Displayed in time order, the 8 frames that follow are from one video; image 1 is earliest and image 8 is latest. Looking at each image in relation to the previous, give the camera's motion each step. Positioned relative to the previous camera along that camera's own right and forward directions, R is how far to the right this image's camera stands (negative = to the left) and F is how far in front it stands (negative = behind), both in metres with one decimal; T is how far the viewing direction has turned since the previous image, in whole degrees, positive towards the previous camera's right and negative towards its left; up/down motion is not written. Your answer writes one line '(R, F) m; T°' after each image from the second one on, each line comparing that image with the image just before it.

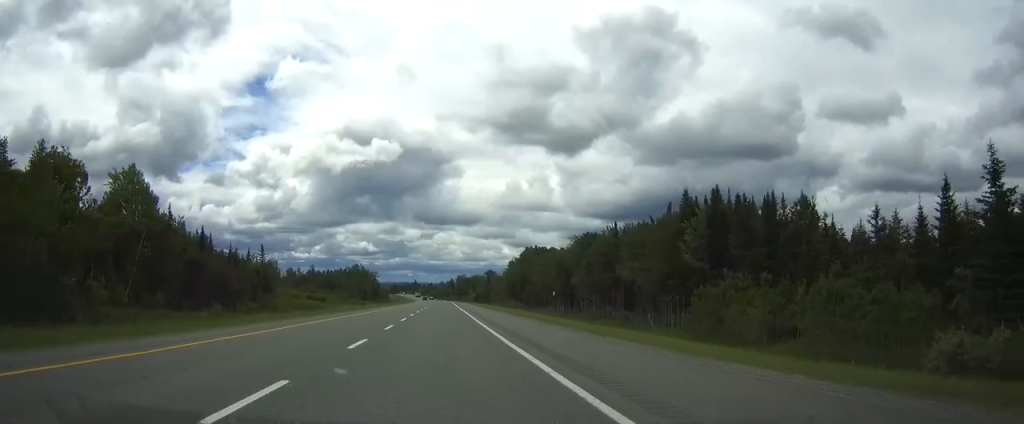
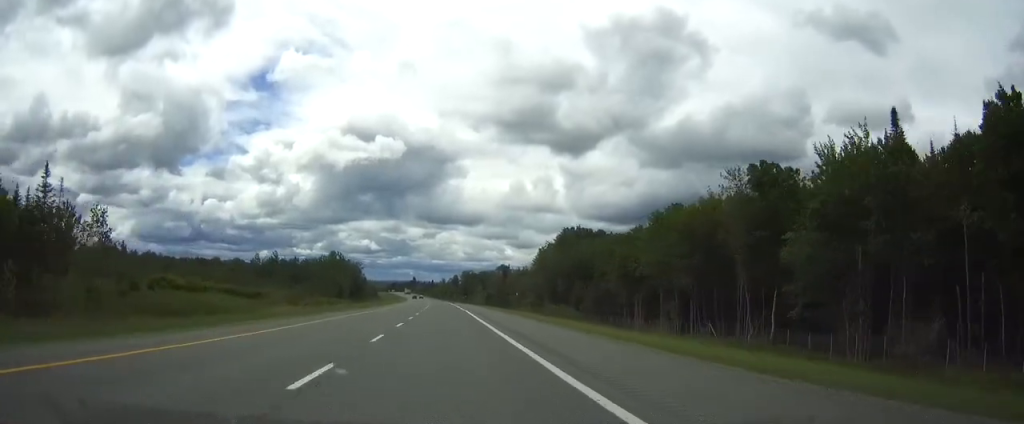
(0.0, +78.3) m; 0°
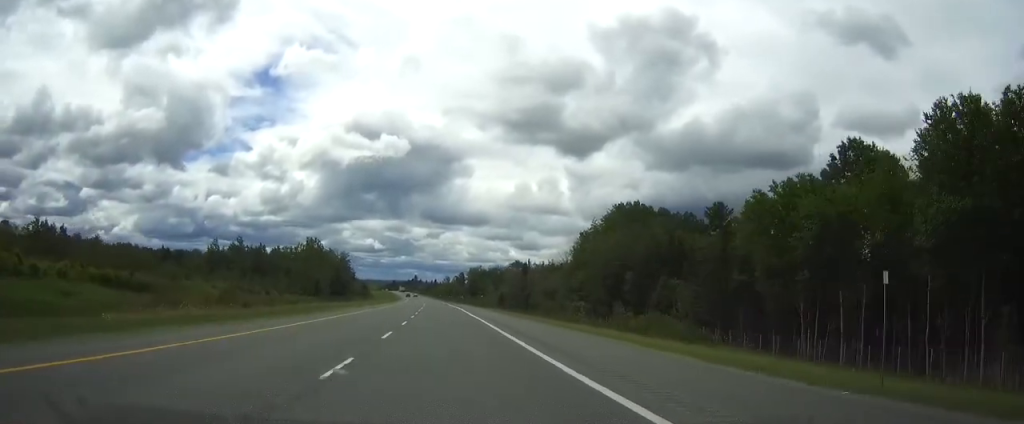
(0.0, +52.5) m; 0°
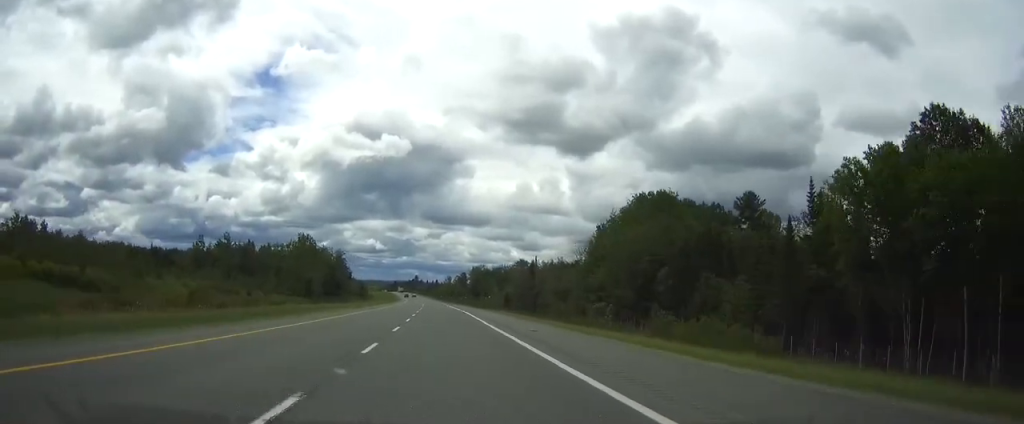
(0.0, +13.9) m; 0°
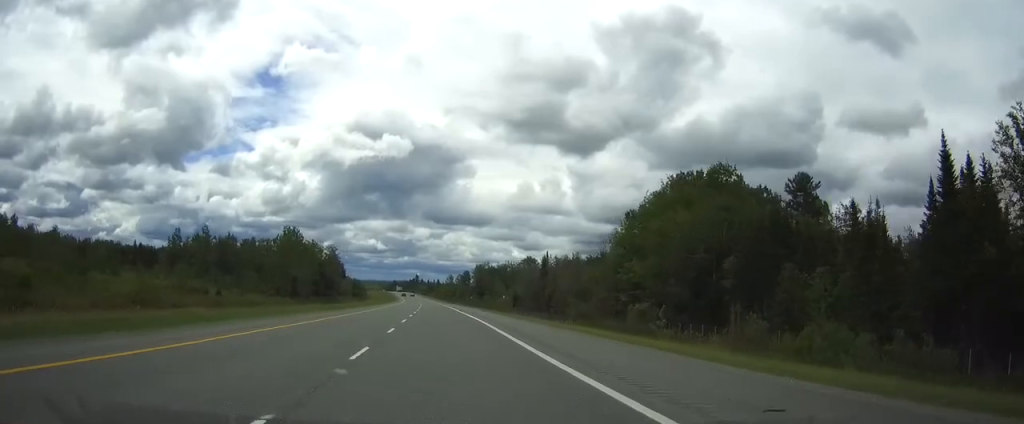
(0.0, +19.3) m; 0°
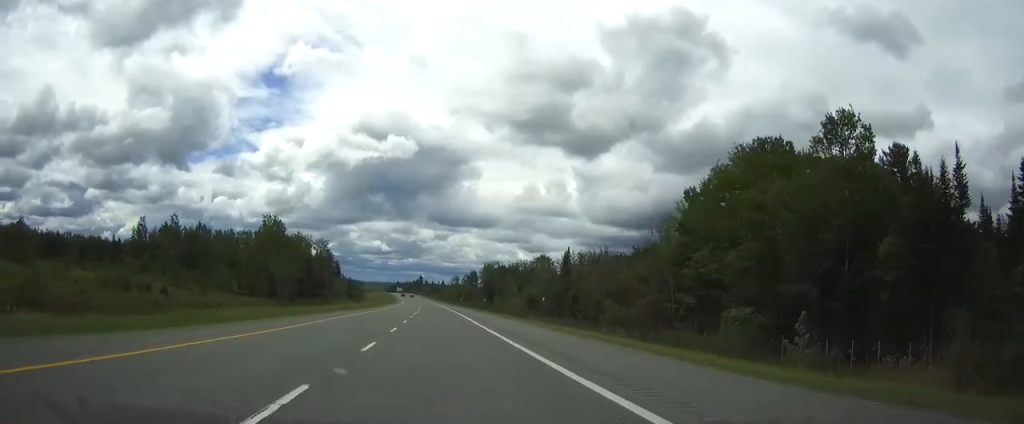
(-0.1, +24.6) m; 0°
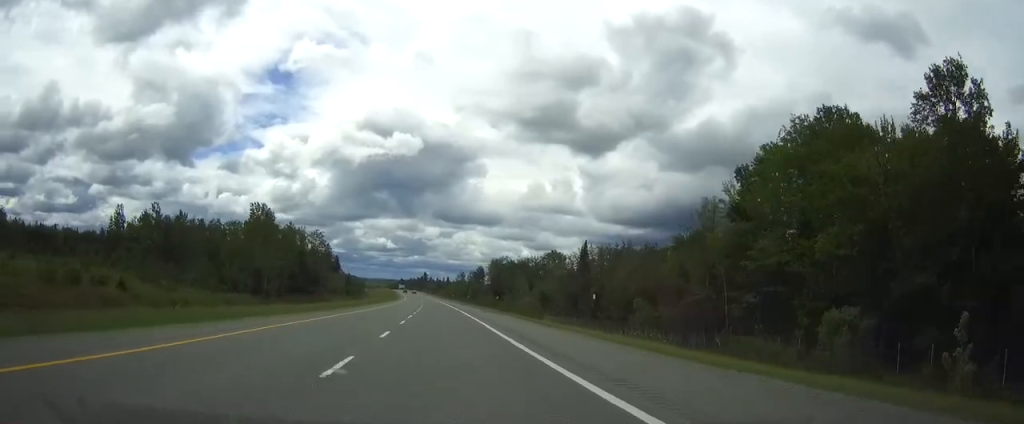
(0.0, +13.9) m; 0°
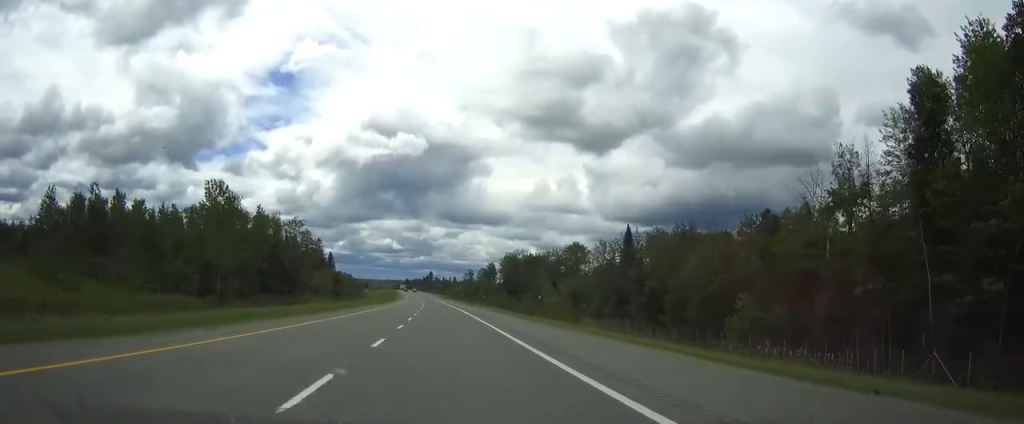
(-0.2, +30.0) m; 0°
